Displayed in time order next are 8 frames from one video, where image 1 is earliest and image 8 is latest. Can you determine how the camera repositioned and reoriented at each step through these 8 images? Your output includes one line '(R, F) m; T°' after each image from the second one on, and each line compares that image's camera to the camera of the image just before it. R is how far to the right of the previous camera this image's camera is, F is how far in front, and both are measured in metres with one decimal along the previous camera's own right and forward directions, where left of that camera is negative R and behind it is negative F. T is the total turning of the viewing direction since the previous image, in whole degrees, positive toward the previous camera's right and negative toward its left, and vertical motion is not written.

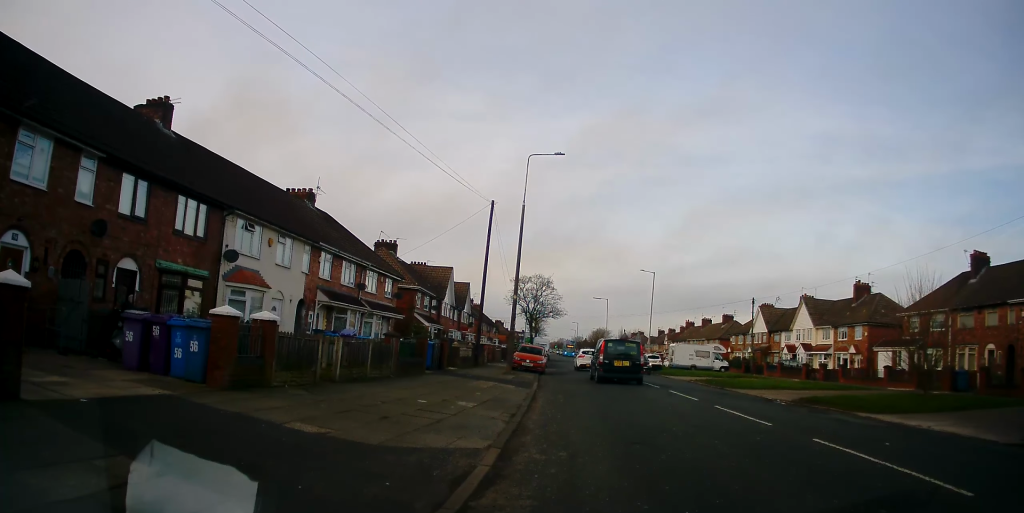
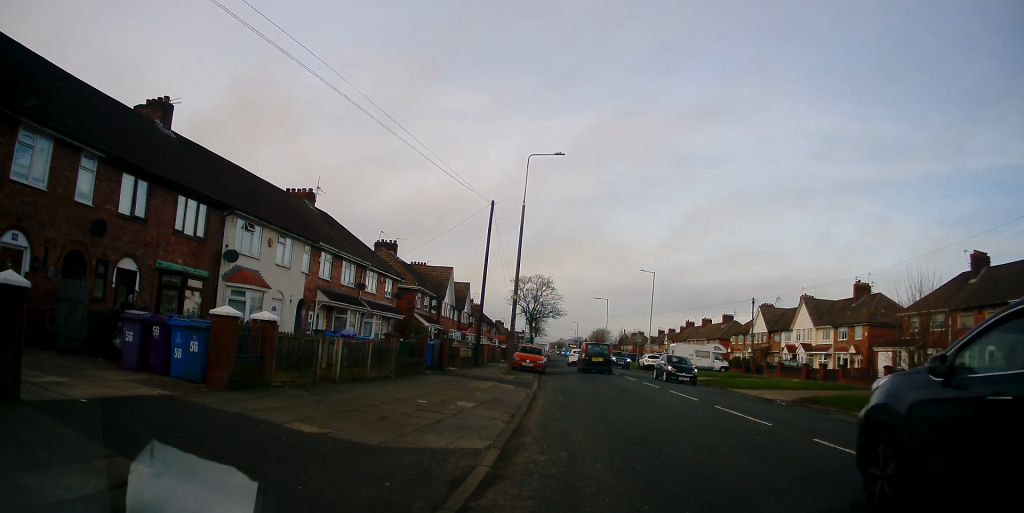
(+0.1, +0.4) m; 0°
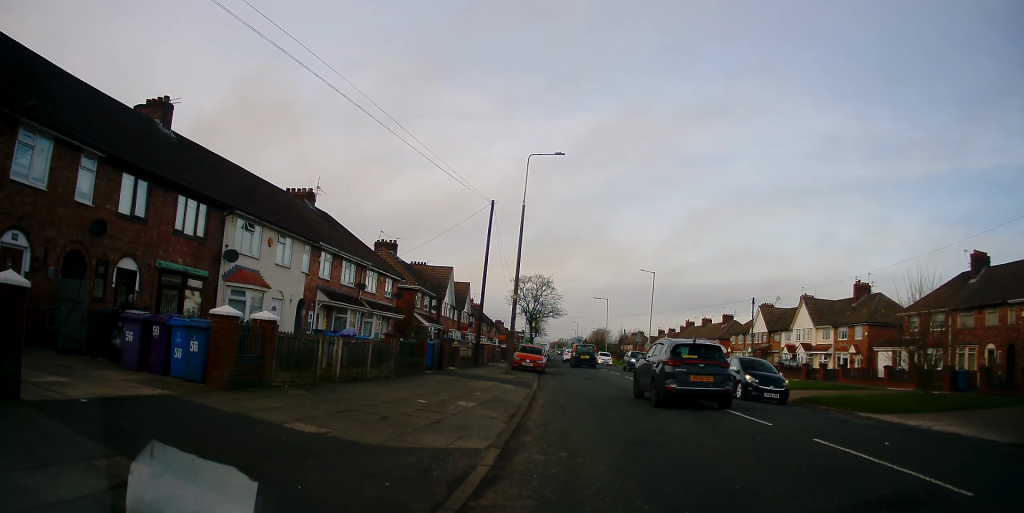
(+0.1, +0.2) m; 0°
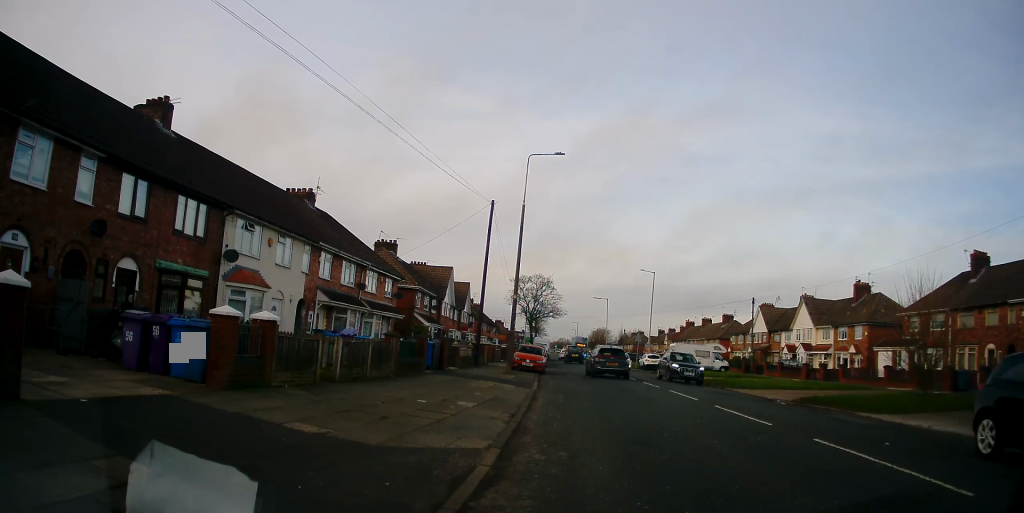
(0.0, 0.0) m; 0°
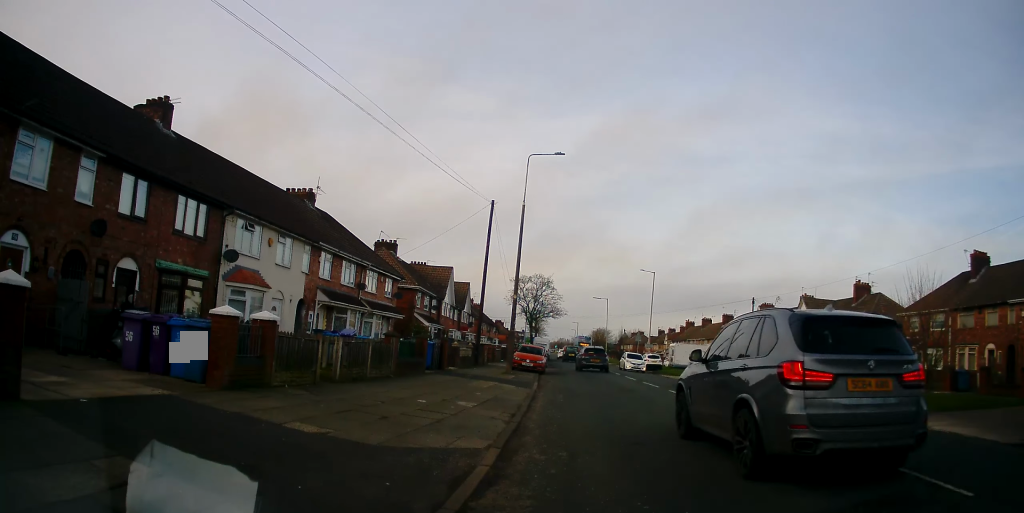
(0.0, 0.0) m; 0°
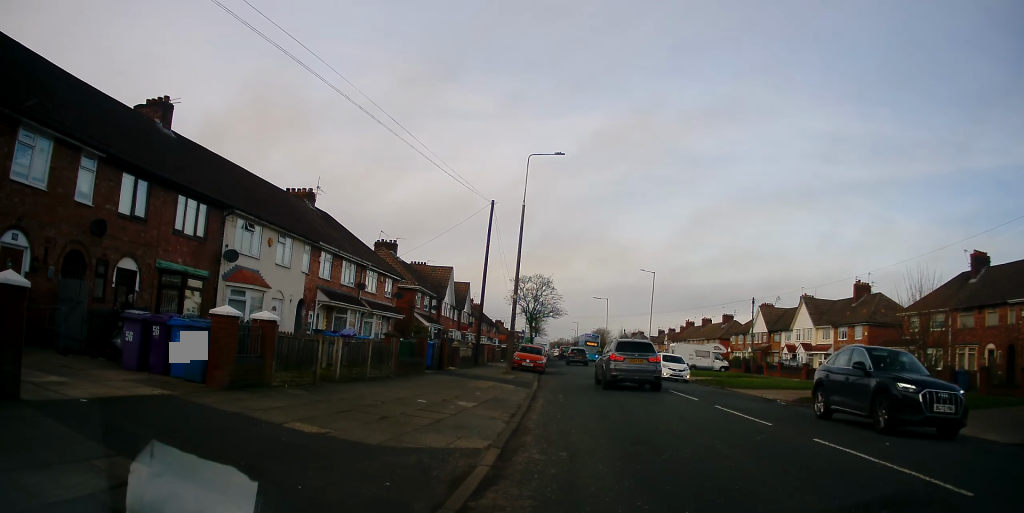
(0.0, 0.0) m; 0°
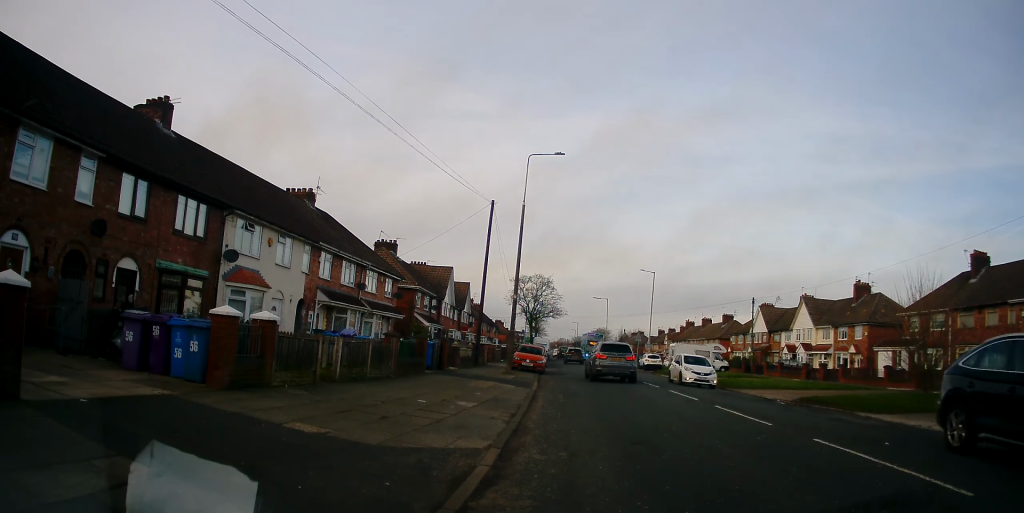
(0.0, 0.0) m; 0°
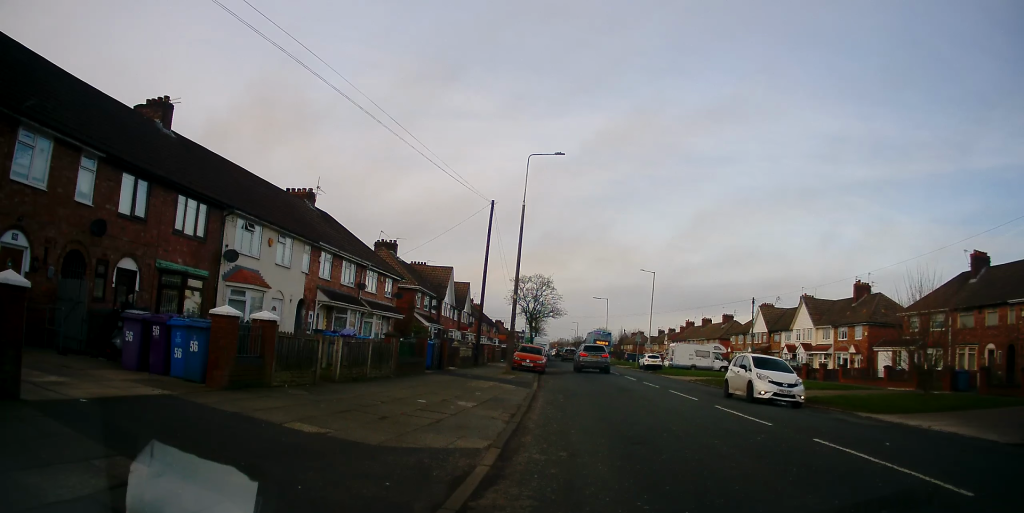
(0.0, 0.0) m; 0°
